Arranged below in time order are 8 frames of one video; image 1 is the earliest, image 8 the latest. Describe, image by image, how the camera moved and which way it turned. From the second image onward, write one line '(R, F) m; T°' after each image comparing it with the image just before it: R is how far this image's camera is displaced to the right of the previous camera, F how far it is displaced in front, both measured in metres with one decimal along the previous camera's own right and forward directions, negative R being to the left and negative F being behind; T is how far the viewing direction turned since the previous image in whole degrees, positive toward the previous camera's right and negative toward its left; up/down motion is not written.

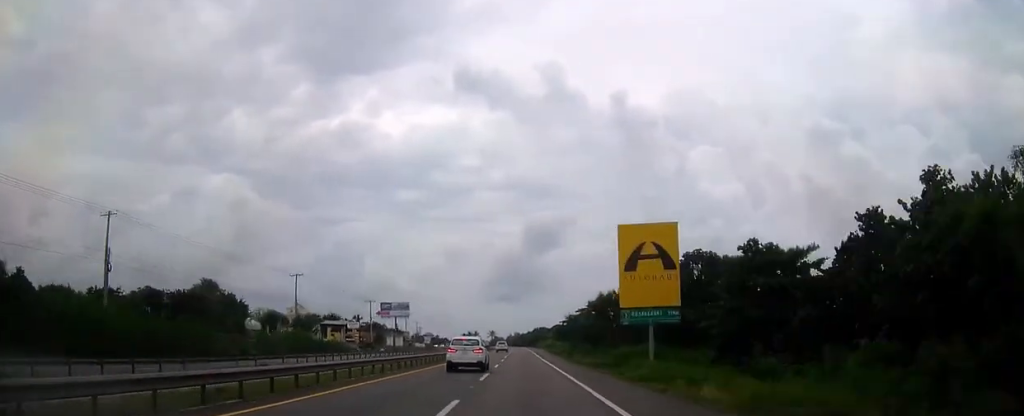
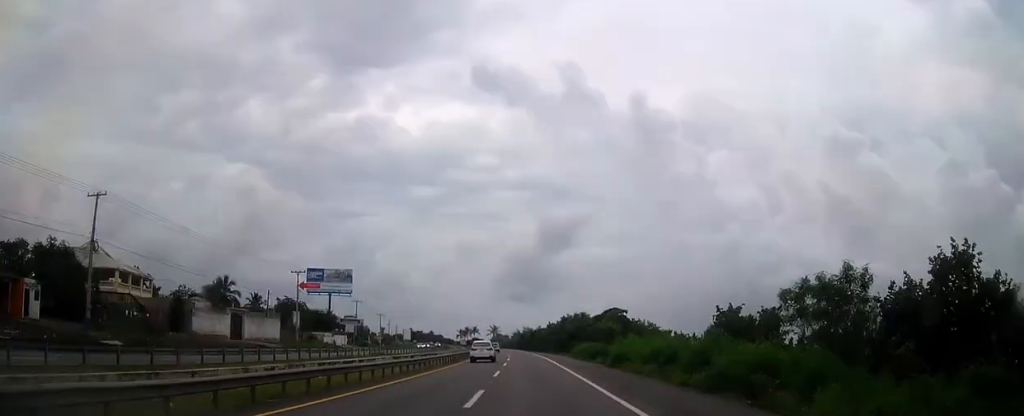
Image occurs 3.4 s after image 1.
(-0.2, +102.1) m; -1°
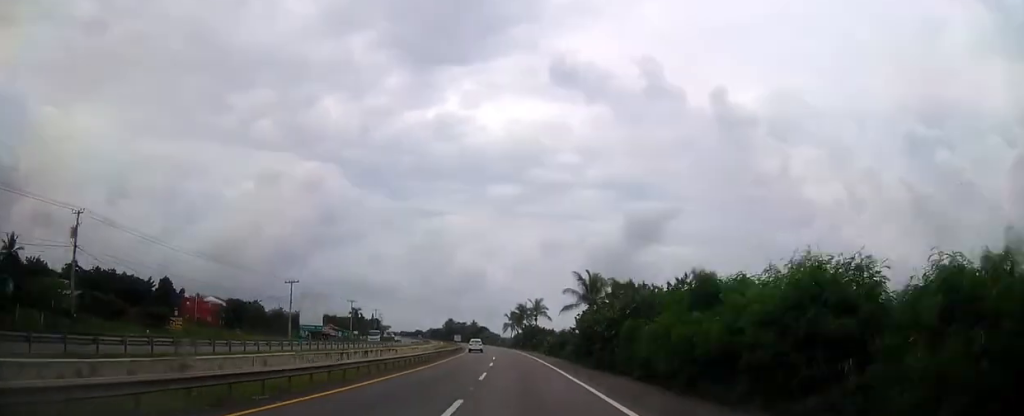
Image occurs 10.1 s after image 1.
(-12.3, +202.9) m; -8°
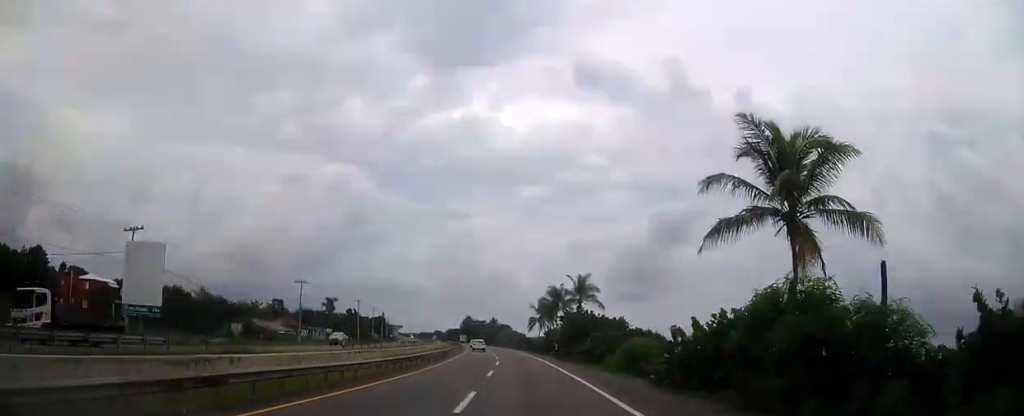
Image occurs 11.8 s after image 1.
(-1.2, +50.6) m; -3°
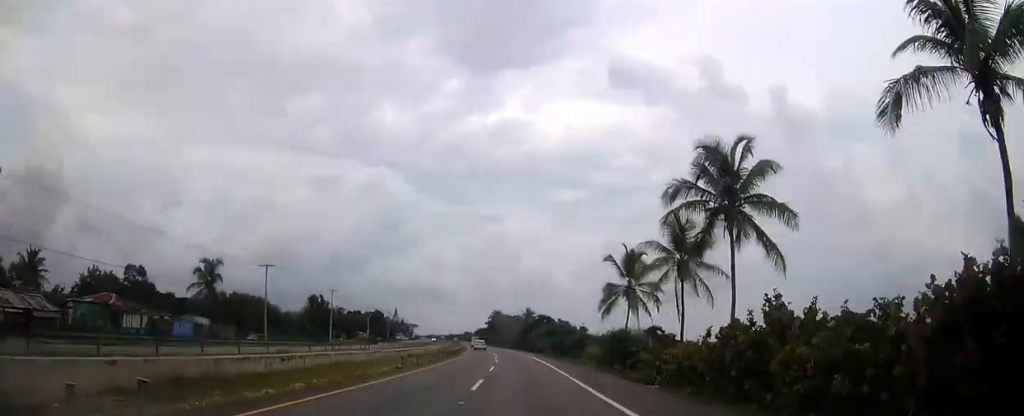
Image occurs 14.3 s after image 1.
(-2.4, +73.6) m; -4°
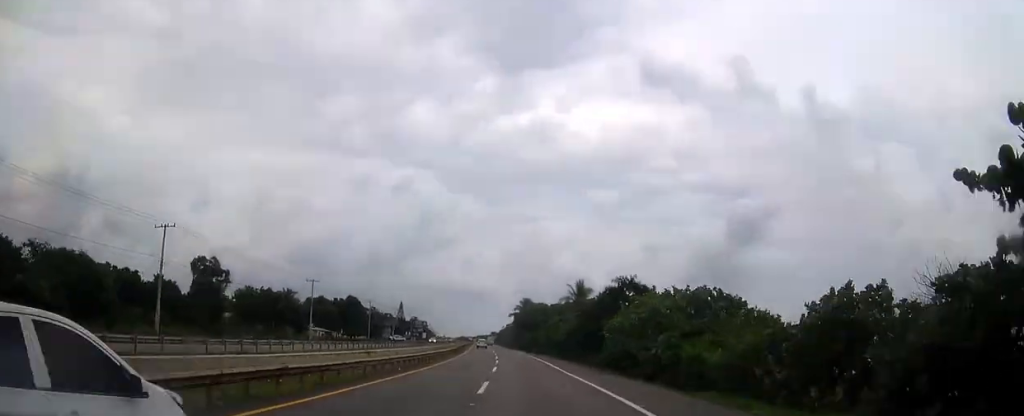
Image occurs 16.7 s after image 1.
(-2.1, +70.0) m; -3°
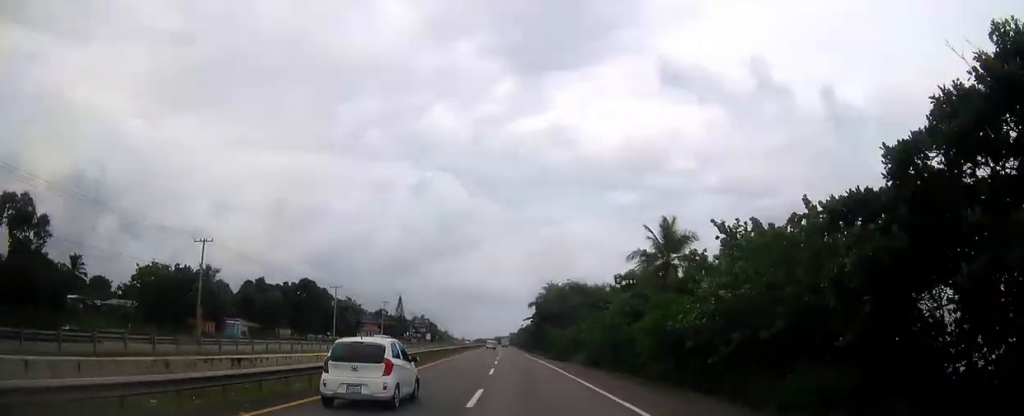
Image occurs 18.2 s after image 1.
(-0.3, +43.3) m; -2°
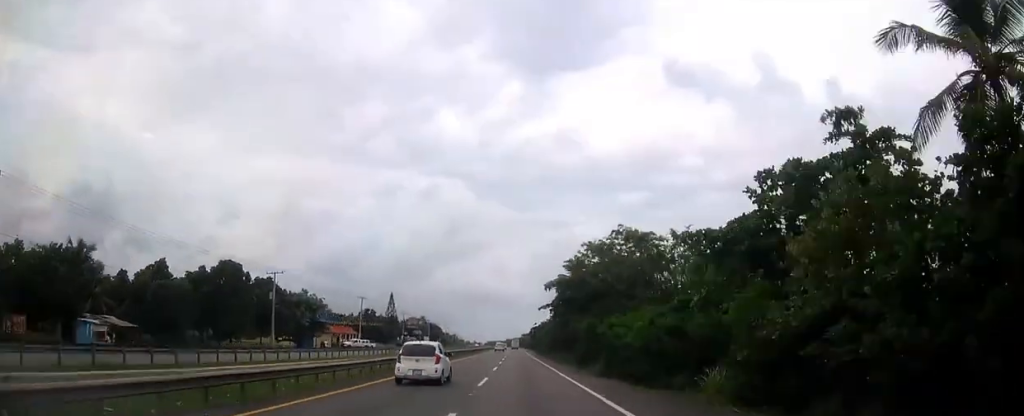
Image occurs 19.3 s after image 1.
(-0.8, +32.1) m; -1°
